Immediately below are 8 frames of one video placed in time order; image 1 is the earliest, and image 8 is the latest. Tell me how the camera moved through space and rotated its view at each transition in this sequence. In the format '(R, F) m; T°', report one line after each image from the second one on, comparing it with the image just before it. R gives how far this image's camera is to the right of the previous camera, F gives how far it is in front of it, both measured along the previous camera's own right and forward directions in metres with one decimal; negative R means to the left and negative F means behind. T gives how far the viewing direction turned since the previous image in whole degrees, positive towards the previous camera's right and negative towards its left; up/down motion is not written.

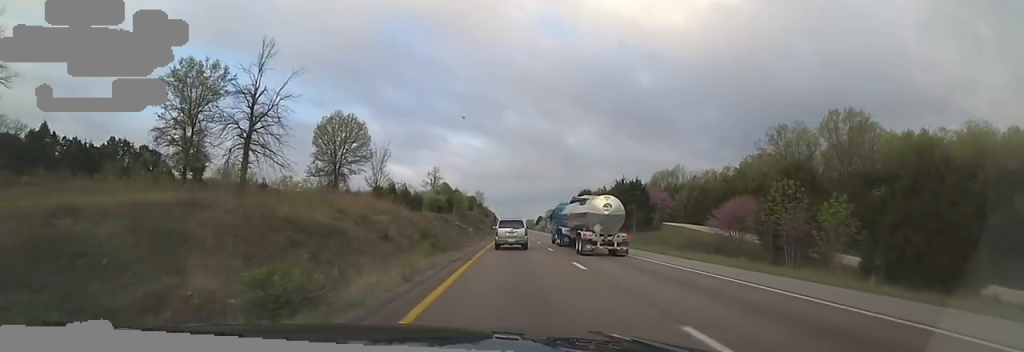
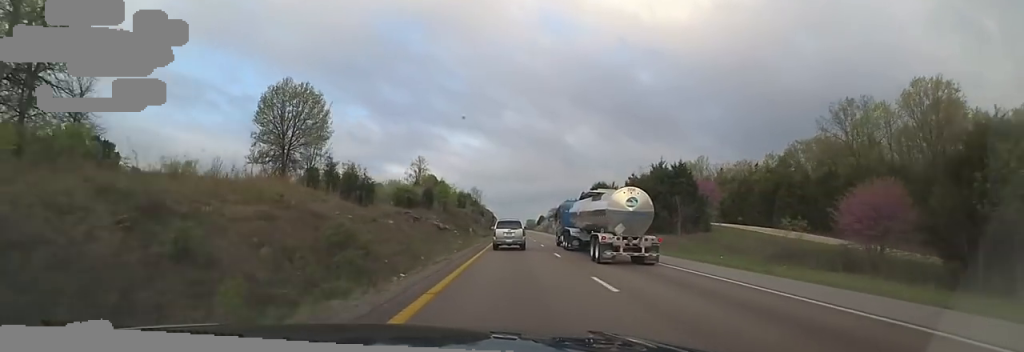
(-0.2, +17.2) m; -1°
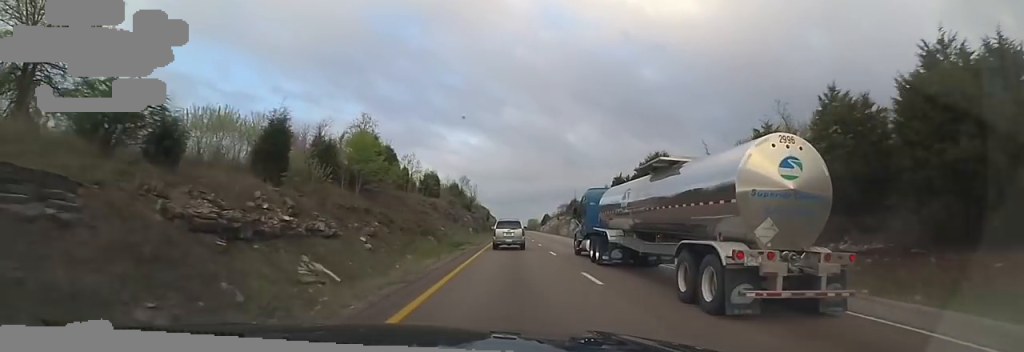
(+0.4, +35.7) m; +3°
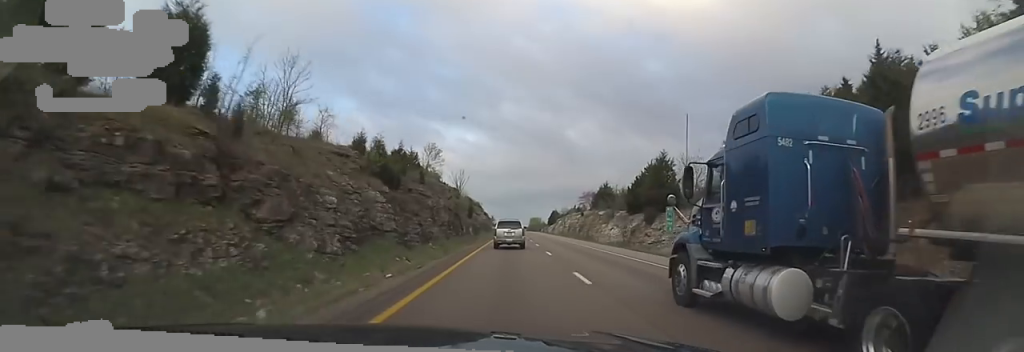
(+0.3, +49.9) m; -2°
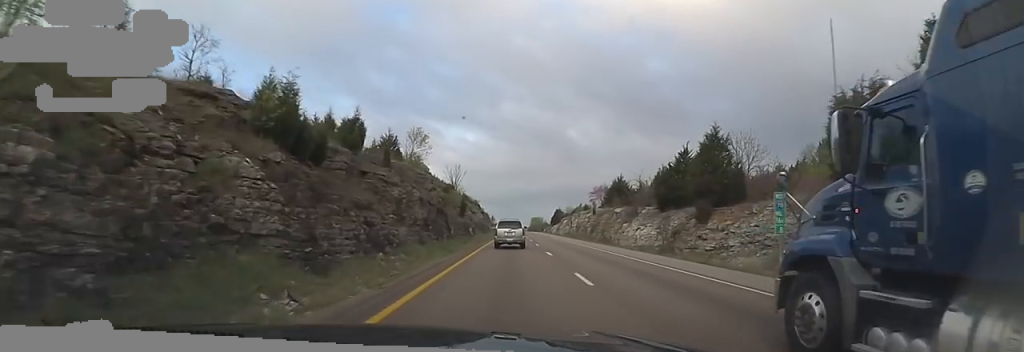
(-0.2, +13.9) m; 0°
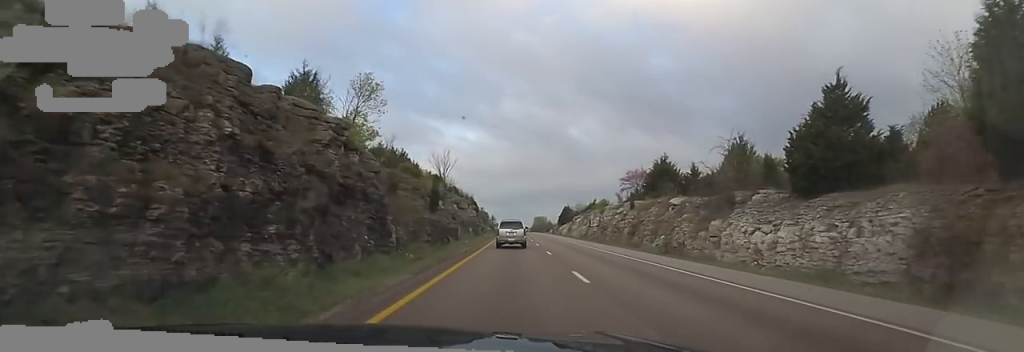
(+0.4, +24.1) m; +1°
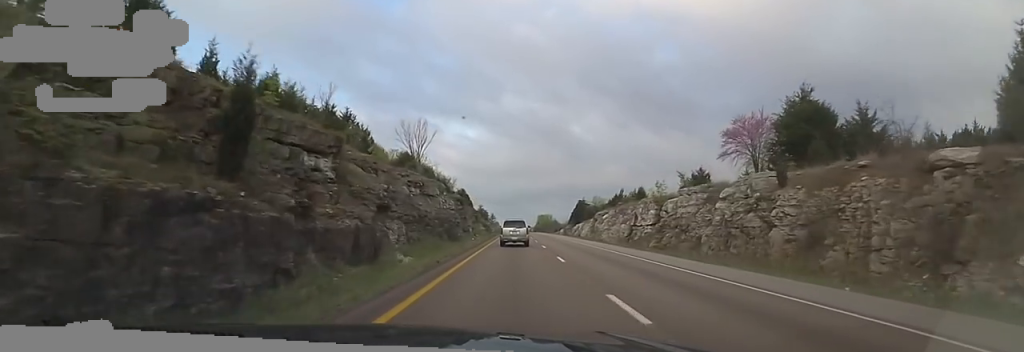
(+0.3, +29.8) m; 0°
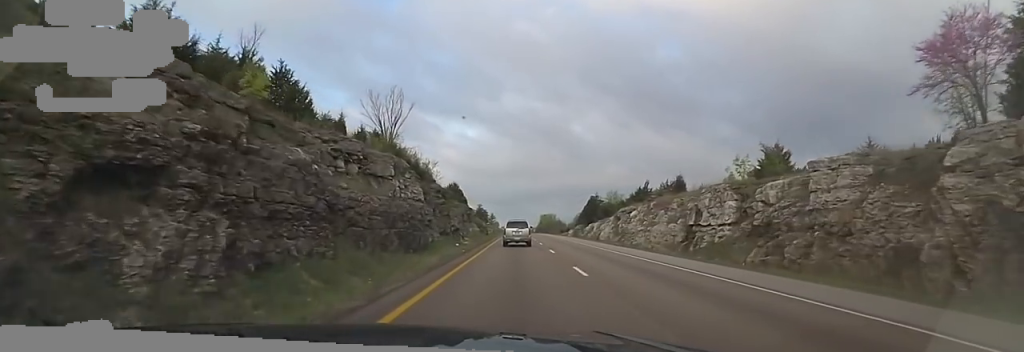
(-0.1, +17.1) m; 0°
